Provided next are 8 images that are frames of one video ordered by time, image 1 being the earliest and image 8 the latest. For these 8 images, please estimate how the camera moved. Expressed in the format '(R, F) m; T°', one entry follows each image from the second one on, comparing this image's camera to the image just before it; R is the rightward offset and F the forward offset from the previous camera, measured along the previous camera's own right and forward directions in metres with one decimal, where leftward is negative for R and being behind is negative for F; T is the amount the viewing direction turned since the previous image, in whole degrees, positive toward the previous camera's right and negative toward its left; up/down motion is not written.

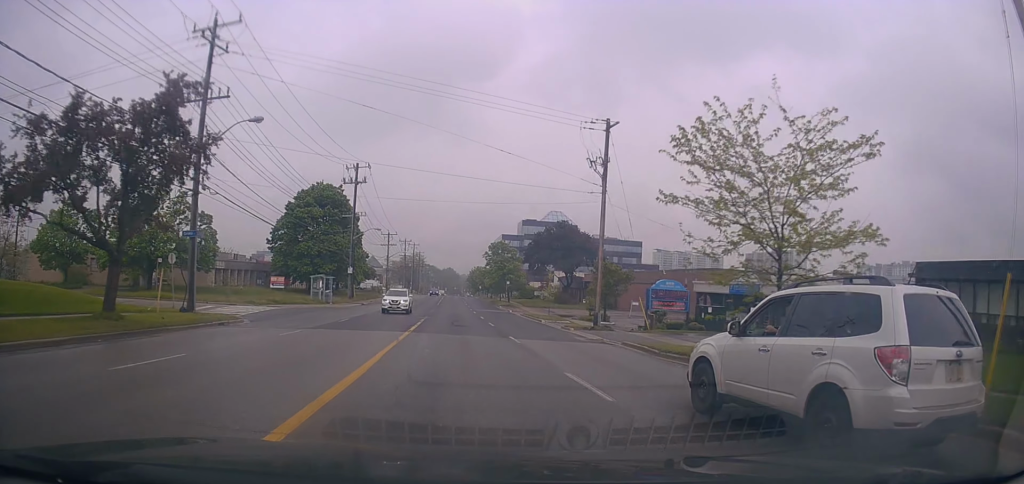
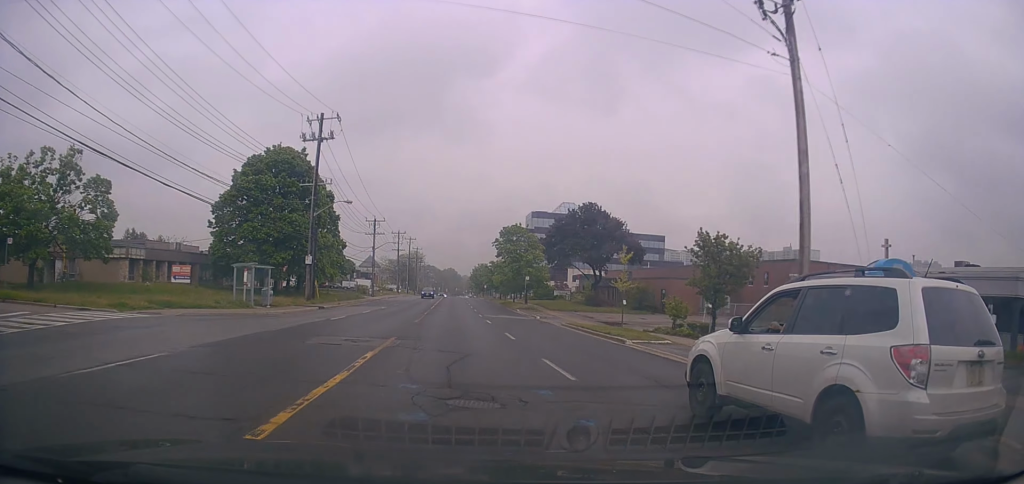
(+0.1, +18.9) m; +1°
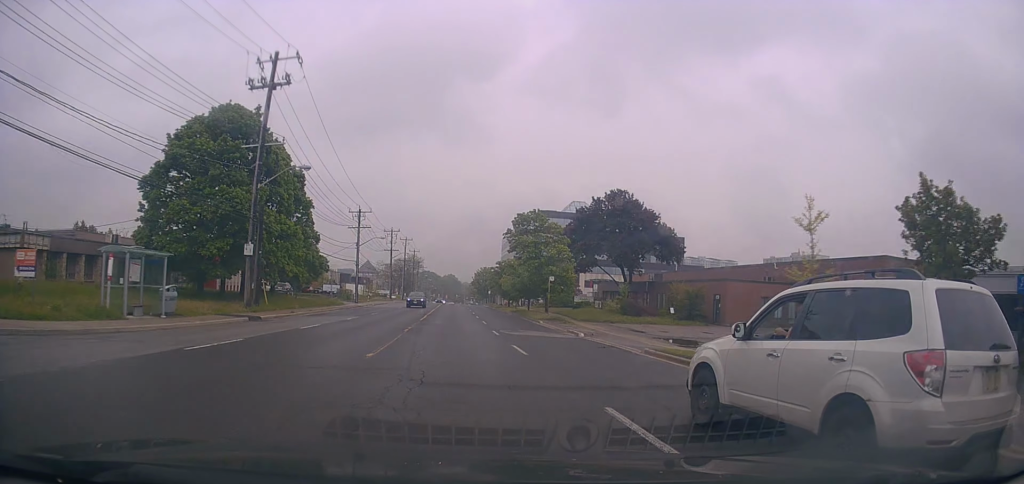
(+0.3, +14.0) m; -1°
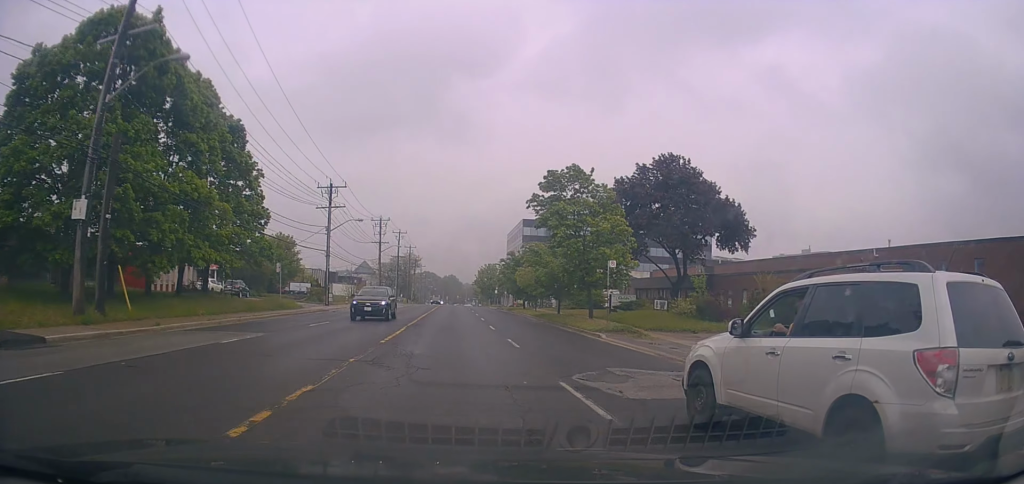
(-0.5, +16.6) m; 0°
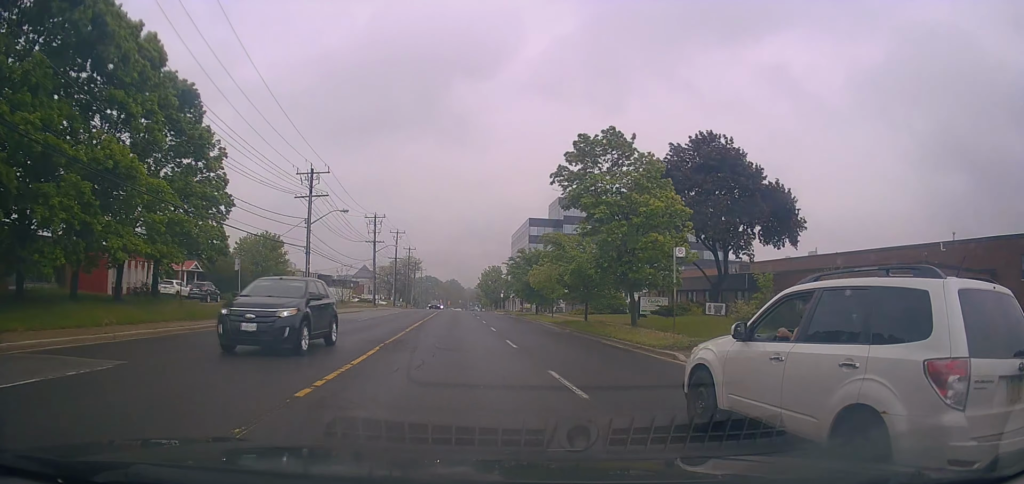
(+0.3, +7.7) m; +1°
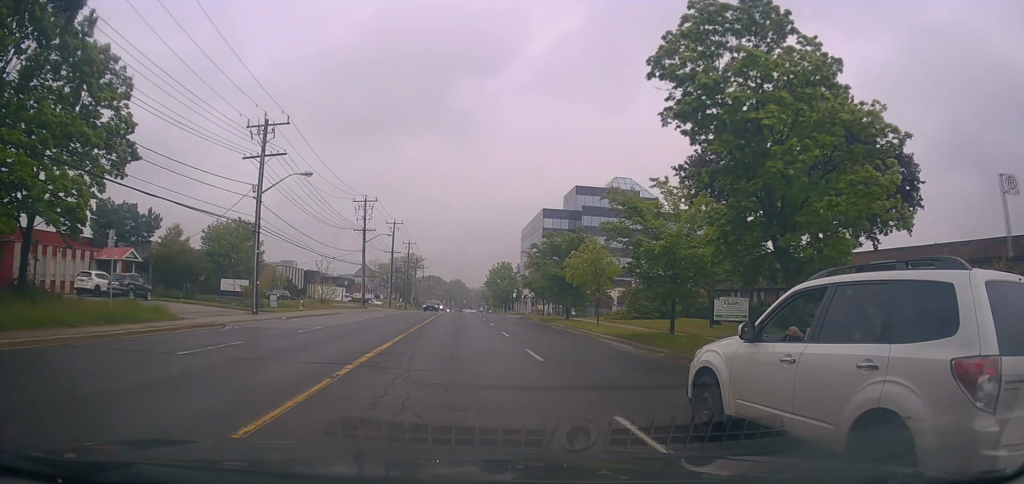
(0.0, +13.2) m; -1°
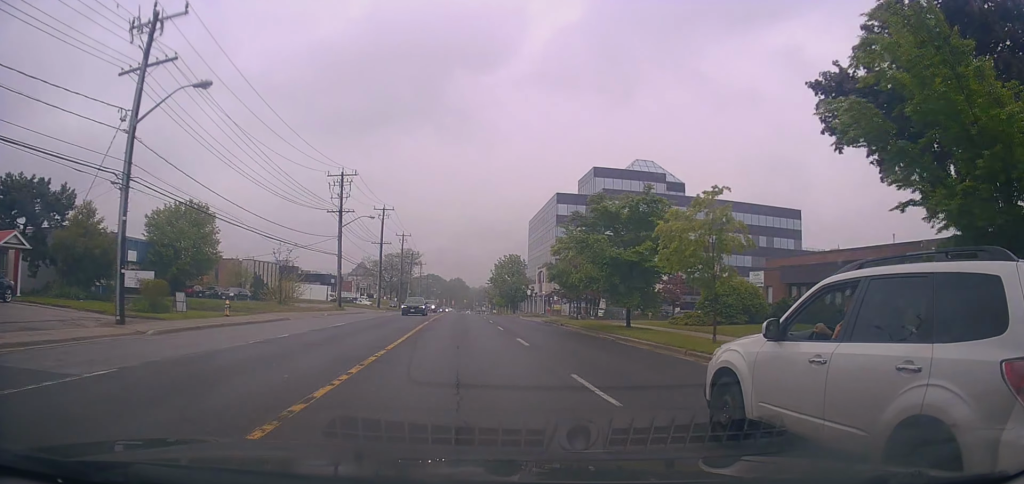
(-0.2, +14.4) m; 0°
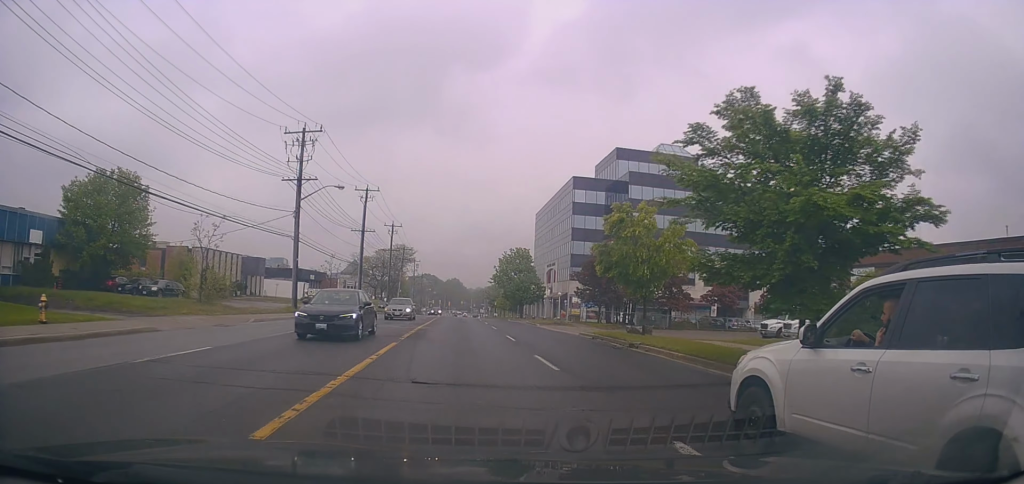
(+0.2, +14.3) m; +1°
